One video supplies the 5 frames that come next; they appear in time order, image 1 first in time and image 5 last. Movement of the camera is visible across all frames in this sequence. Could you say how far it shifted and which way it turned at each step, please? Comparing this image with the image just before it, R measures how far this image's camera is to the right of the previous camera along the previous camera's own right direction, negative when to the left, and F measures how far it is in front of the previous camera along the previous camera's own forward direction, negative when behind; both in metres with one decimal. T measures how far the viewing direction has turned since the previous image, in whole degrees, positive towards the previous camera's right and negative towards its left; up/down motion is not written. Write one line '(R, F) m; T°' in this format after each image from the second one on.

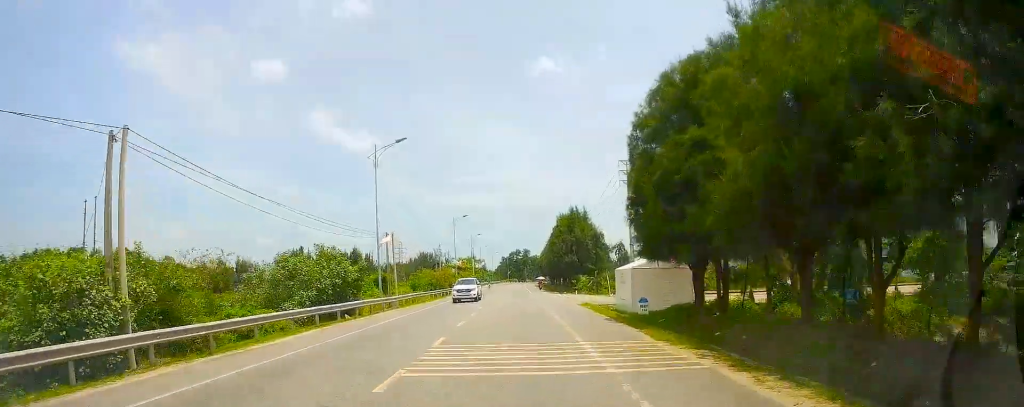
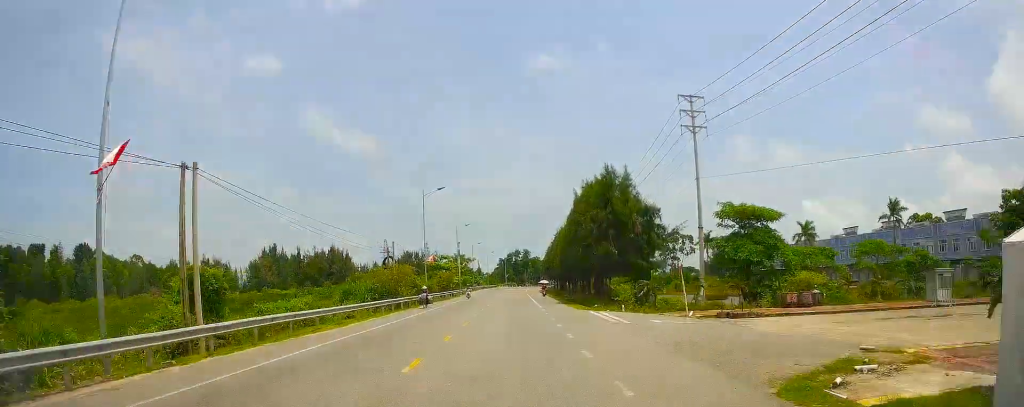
(+0.6, +27.5) m; +2°
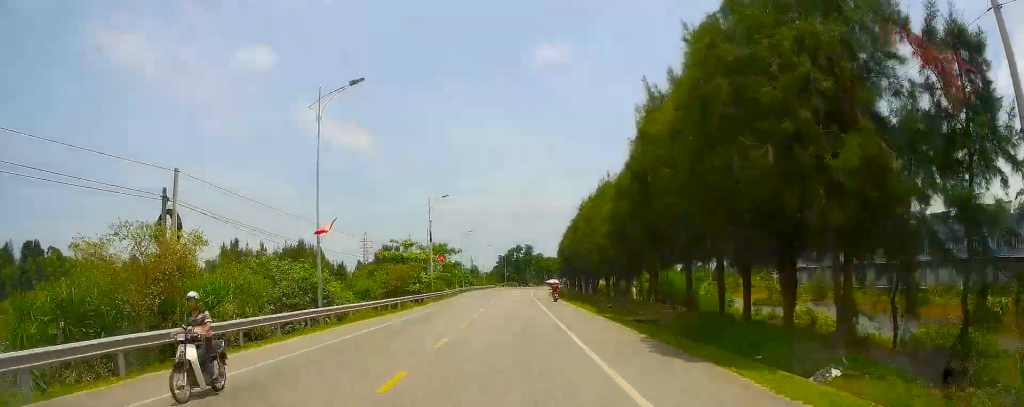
(+0.6, +31.8) m; 0°
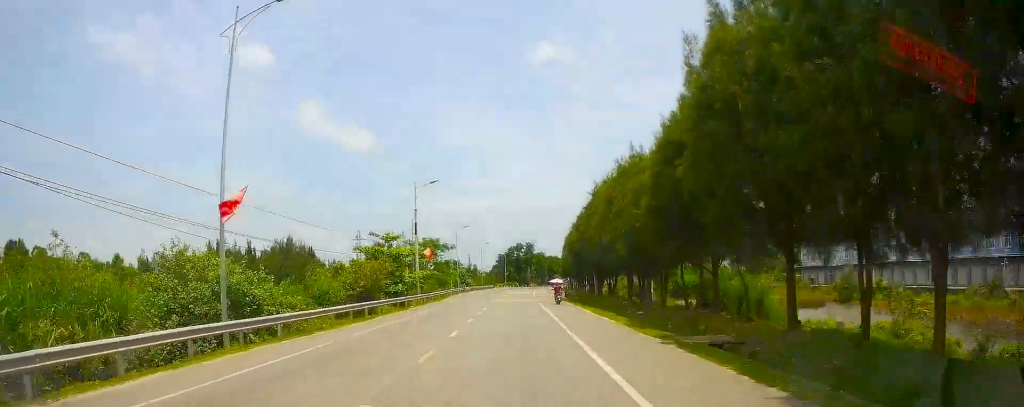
(-0.2, +9.2) m; -1°
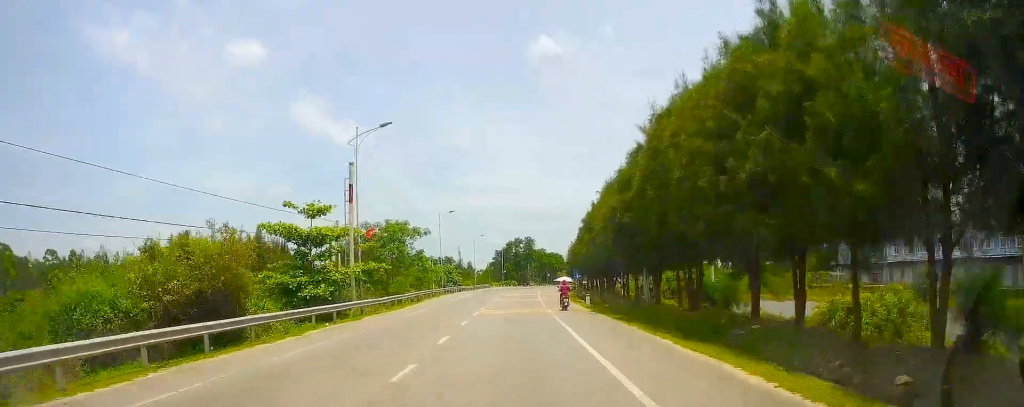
(-0.1, +20.5) m; +1°
